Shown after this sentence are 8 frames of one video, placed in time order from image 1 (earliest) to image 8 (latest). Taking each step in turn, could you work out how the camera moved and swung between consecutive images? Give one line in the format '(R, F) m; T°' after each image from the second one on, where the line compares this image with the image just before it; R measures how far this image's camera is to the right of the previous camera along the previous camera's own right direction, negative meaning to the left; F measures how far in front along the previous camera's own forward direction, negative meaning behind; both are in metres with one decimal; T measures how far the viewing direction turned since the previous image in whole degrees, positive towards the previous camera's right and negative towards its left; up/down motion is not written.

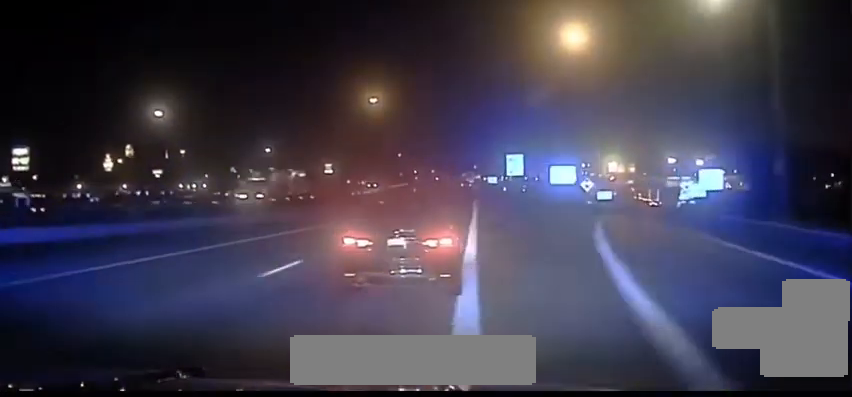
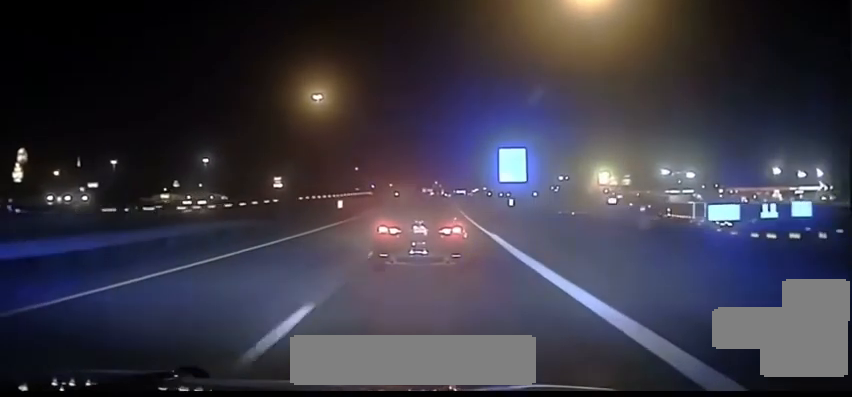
(+1.3, +68.2) m; +2°
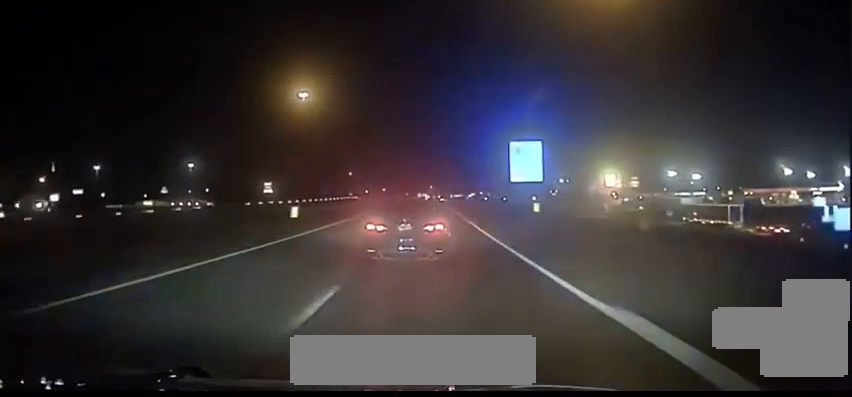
(0.0, +22.6) m; 0°
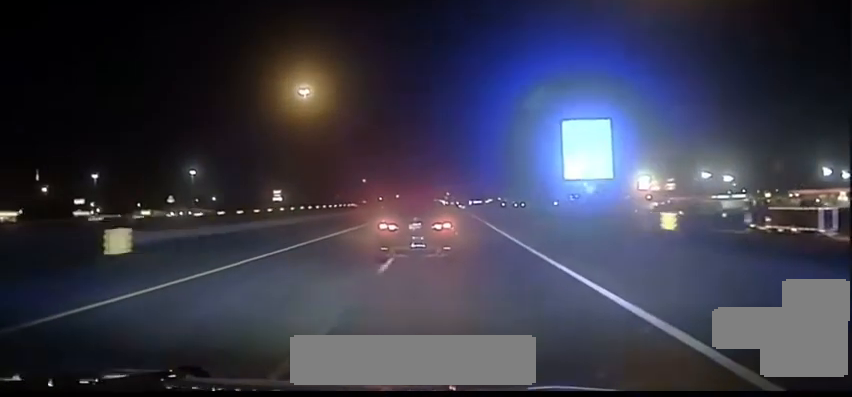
(0.0, +30.2) m; 0°
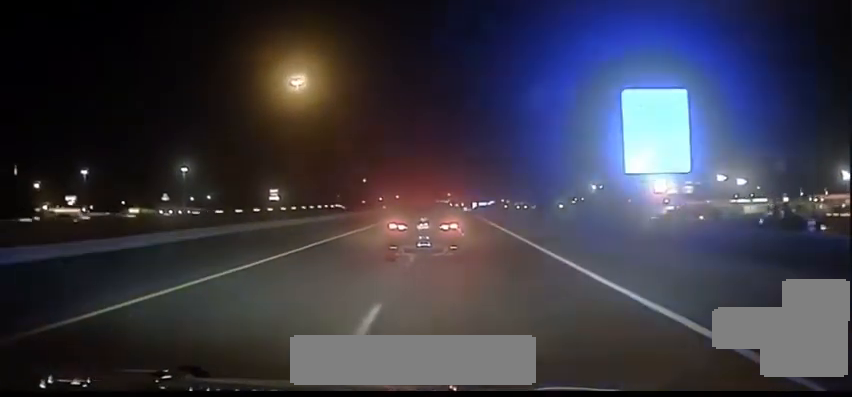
(0.0, +20.3) m; 0°
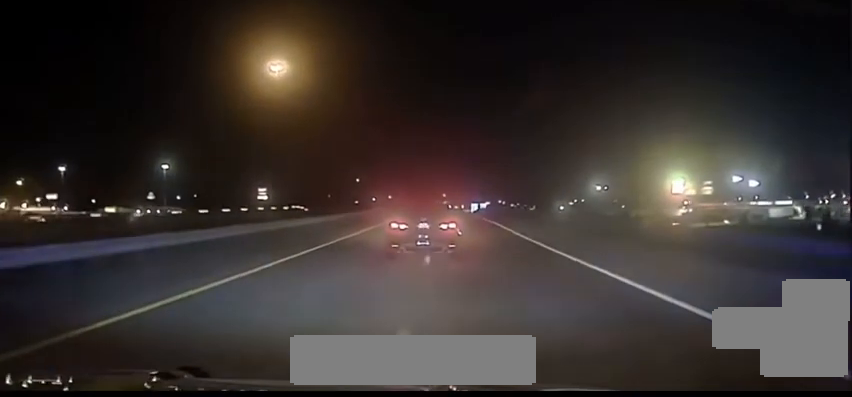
(+0.1, +26.5) m; 0°
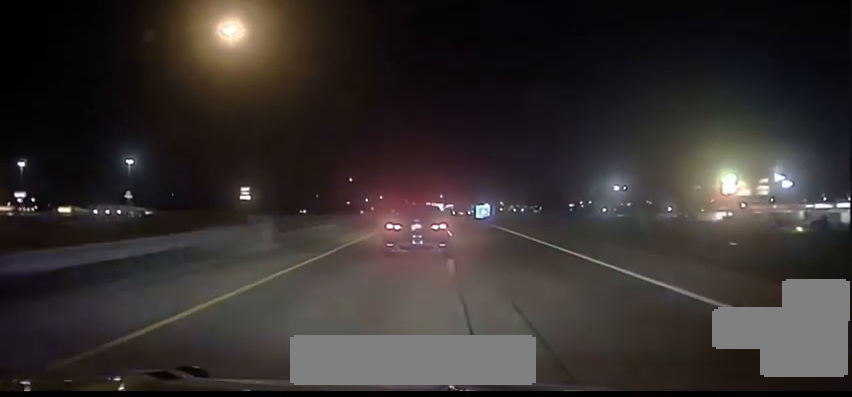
(0.0, +49.2) m; 0°
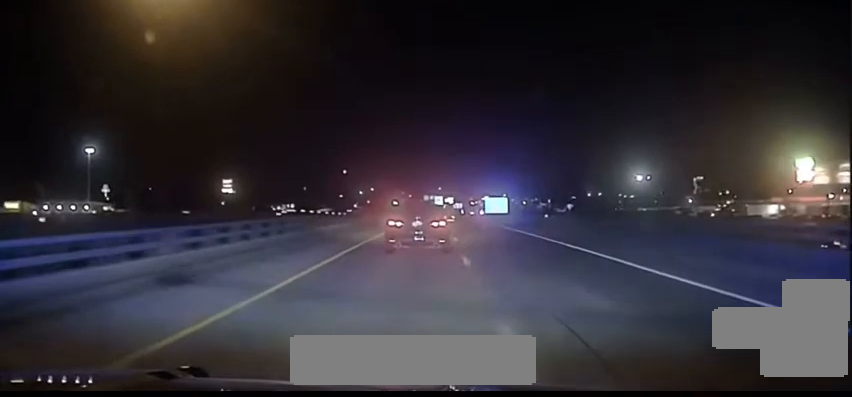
(0.0, +47.0) m; 0°
